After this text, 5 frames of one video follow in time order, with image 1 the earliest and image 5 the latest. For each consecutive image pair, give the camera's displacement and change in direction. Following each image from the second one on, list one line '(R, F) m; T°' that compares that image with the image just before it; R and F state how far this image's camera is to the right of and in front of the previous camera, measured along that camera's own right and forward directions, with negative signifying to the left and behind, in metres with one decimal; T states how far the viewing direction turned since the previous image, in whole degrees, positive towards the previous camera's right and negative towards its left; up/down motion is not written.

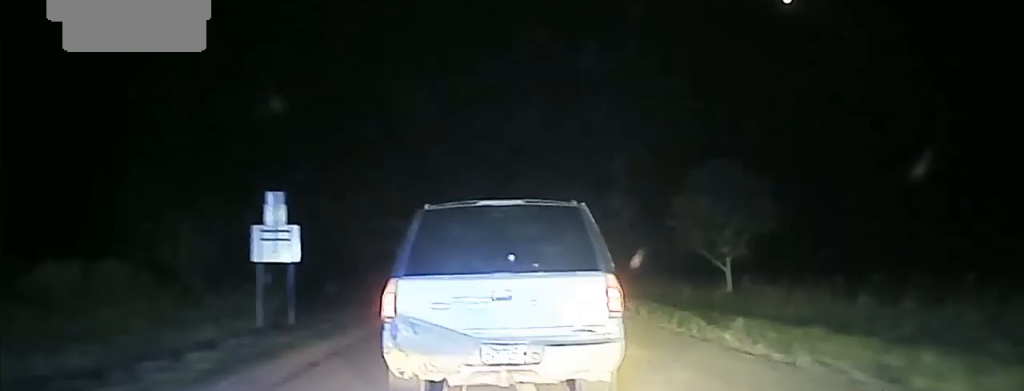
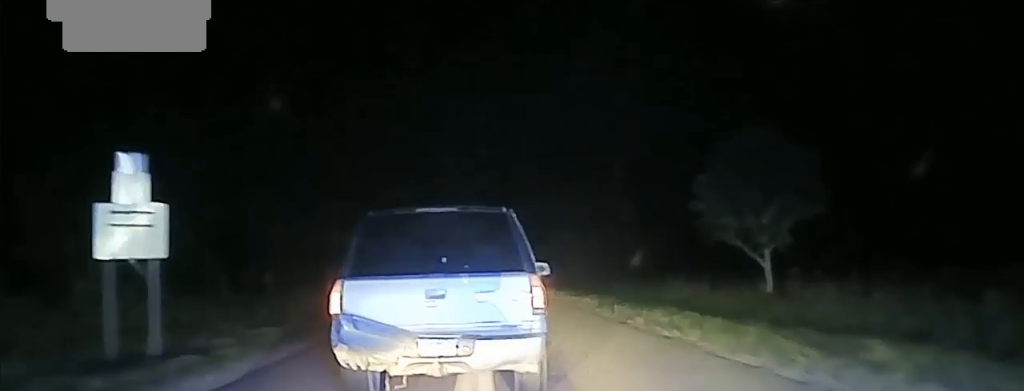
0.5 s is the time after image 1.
(+0.3, +10.5) m; 0°
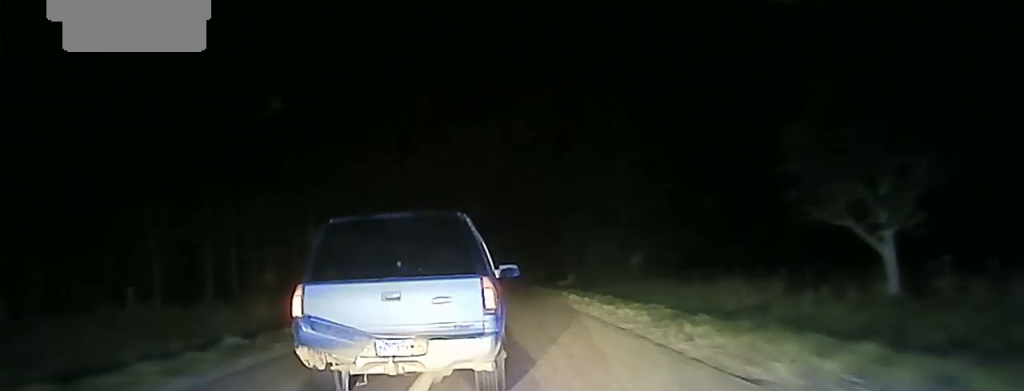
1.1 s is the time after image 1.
(-0.4, +13.1) m; -2°
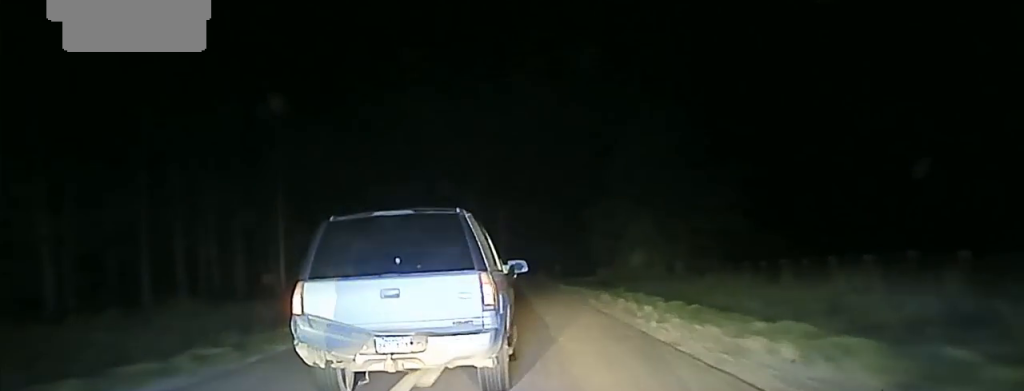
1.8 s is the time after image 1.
(-0.3, +14.1) m; -1°
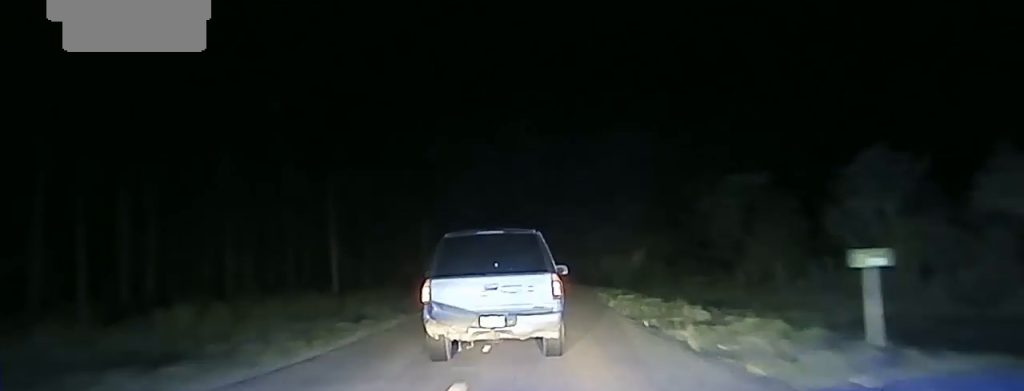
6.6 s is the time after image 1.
(+0.1, +84.1) m; +1°
